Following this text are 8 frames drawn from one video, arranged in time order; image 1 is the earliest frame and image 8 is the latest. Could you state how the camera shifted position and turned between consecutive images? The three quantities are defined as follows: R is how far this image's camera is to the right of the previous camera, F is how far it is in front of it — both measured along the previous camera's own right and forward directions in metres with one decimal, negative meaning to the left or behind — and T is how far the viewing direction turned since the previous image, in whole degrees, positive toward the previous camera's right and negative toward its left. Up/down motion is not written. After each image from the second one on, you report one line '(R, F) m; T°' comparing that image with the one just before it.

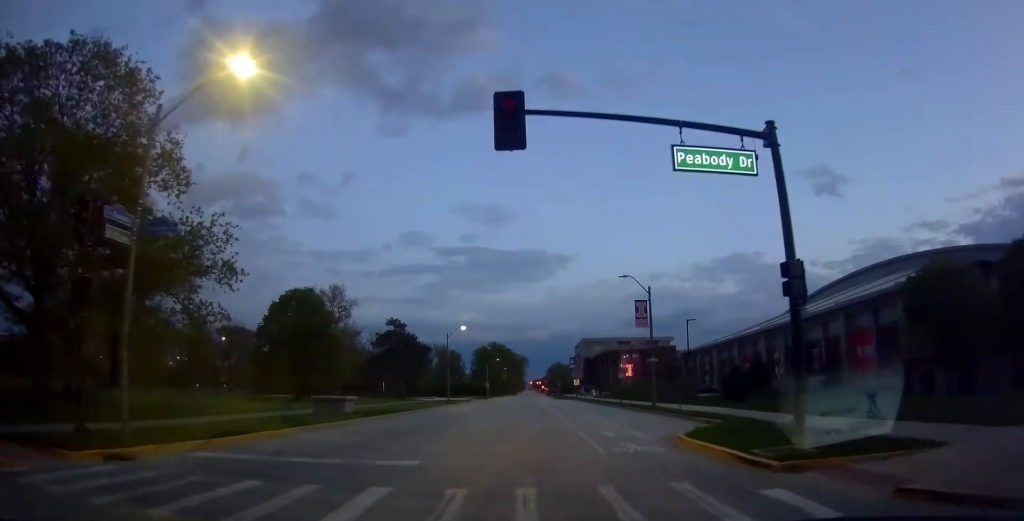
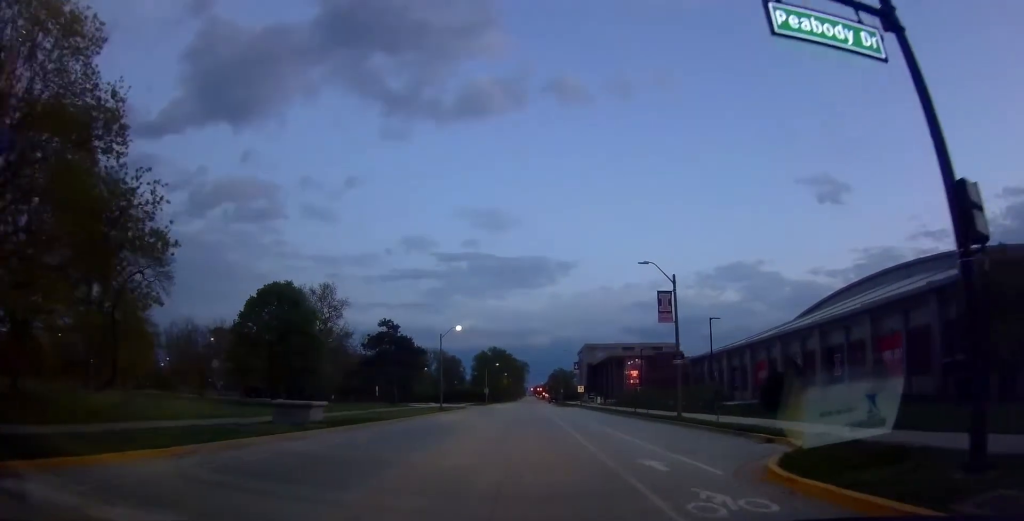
(0.0, +5.9) m; 0°
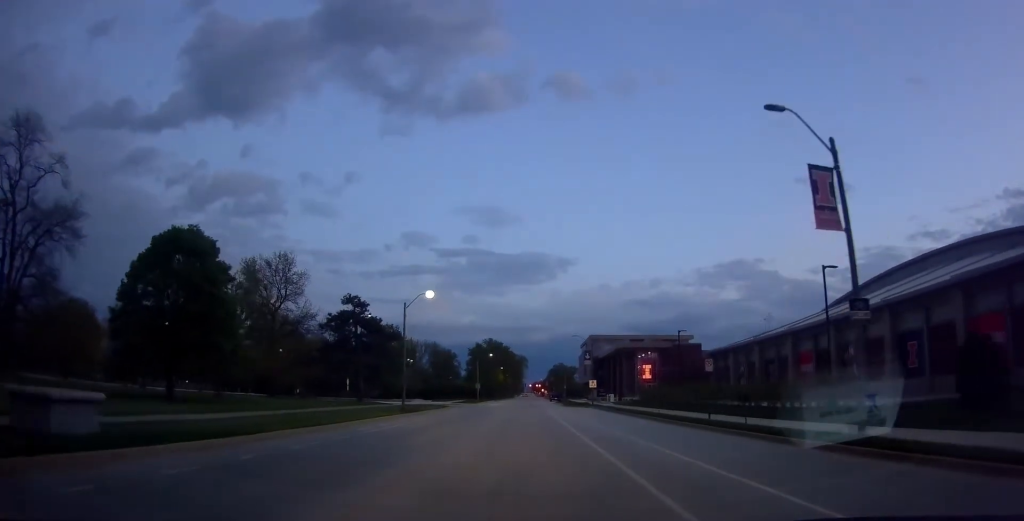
(0.0, +16.6) m; 0°
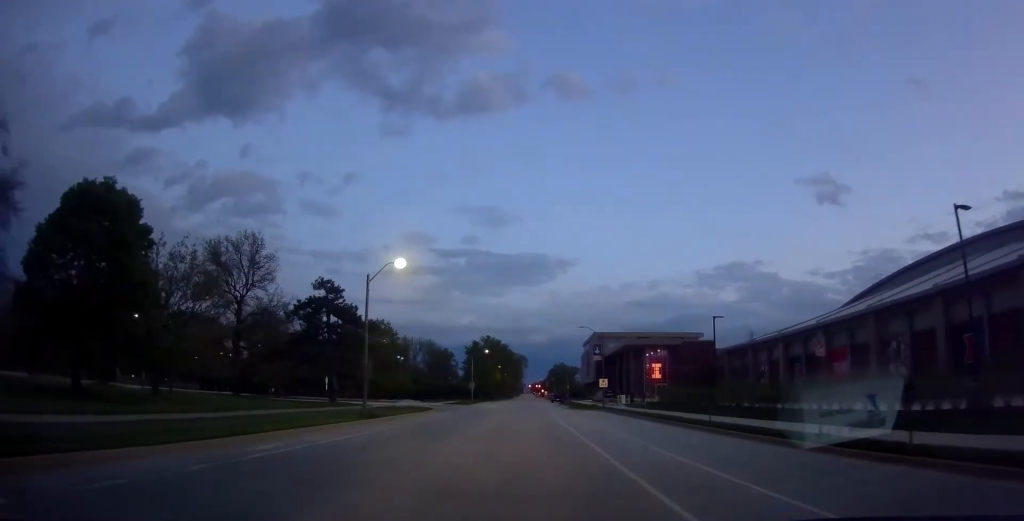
(0.0, +9.3) m; 0°
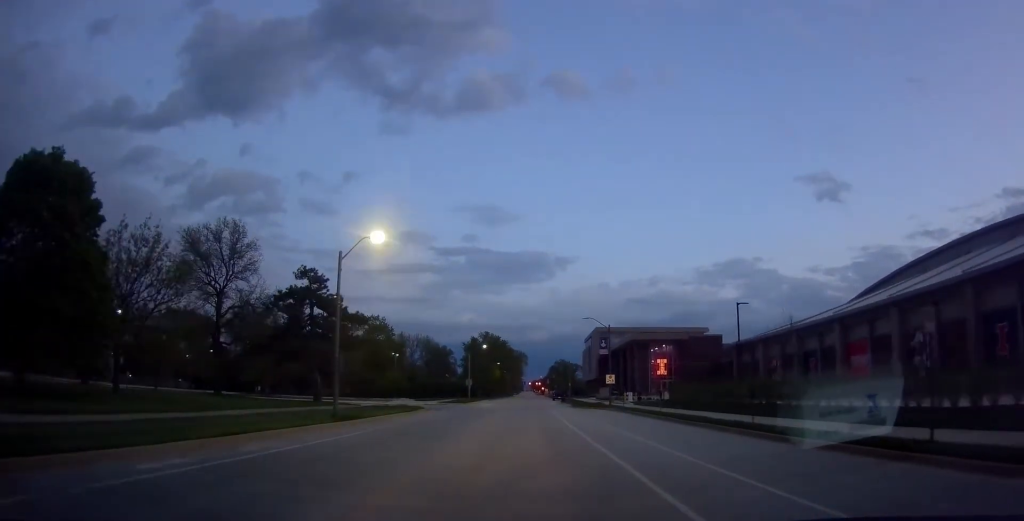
(0.0, +5.0) m; 0°
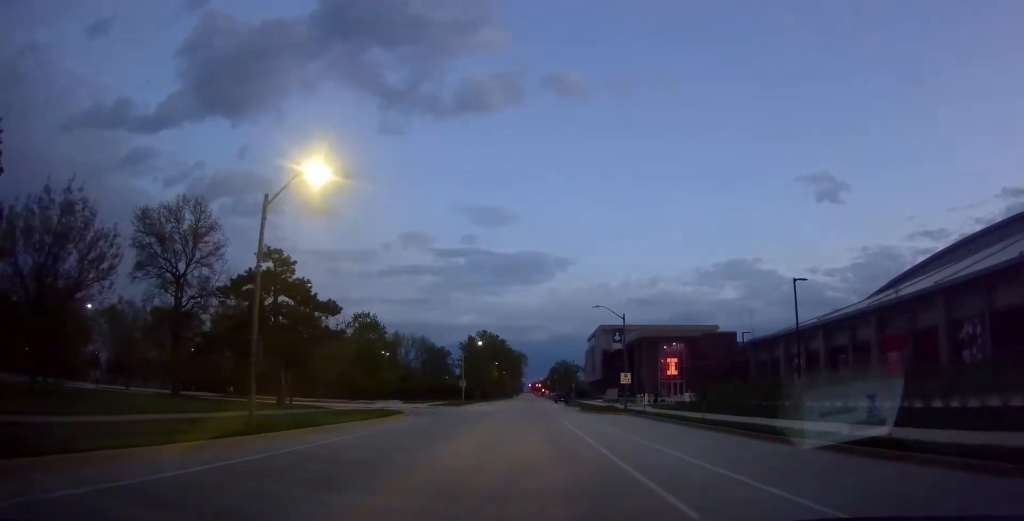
(0.0, +8.2) m; 0°
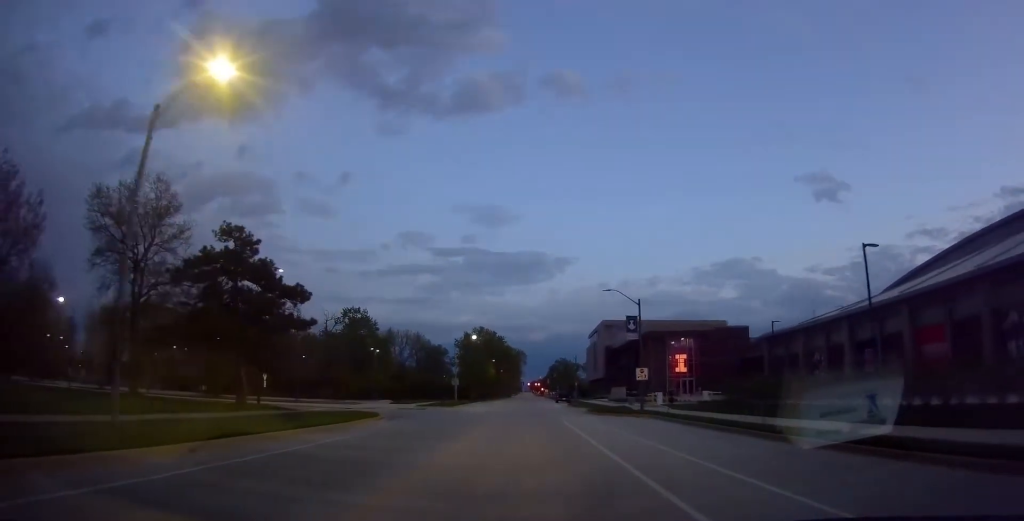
(0.0, +6.3) m; 0°
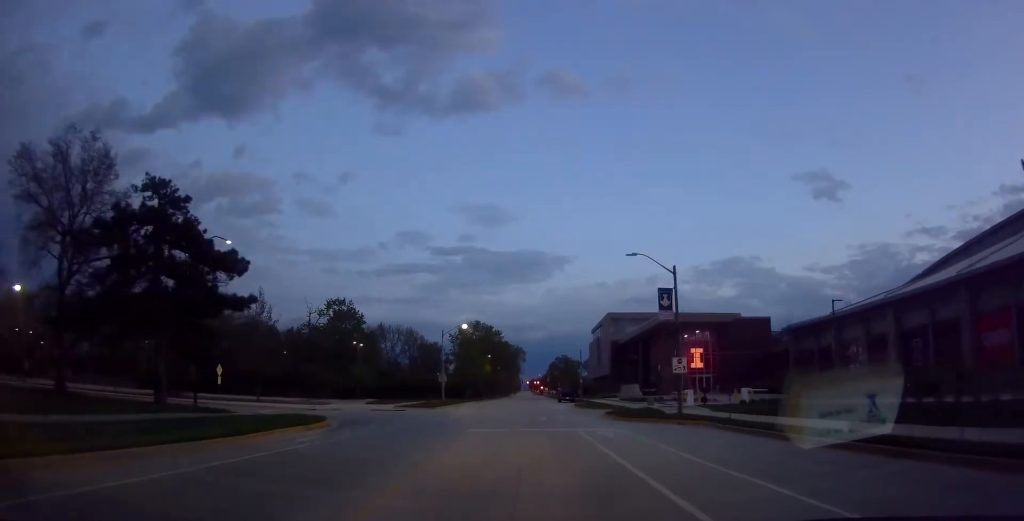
(0.0, +10.1) m; 0°
